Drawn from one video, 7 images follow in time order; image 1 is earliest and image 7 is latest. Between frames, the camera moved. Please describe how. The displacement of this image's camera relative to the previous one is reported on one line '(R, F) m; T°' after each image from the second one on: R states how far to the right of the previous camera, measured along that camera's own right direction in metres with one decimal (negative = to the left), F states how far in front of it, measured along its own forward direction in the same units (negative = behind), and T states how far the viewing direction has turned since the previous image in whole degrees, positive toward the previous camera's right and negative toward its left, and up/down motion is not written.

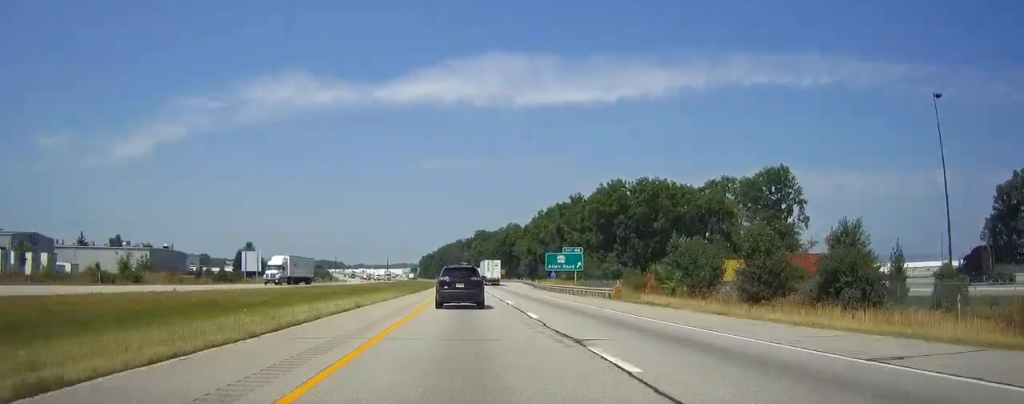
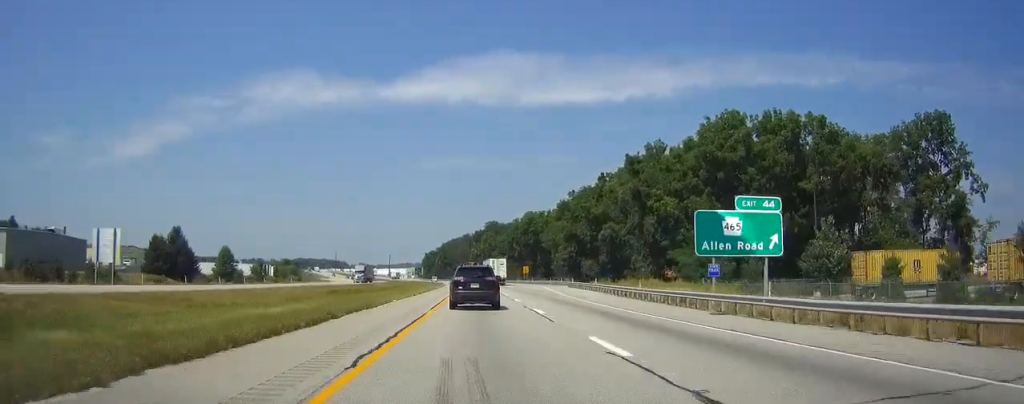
(0.0, +58.8) m; 0°
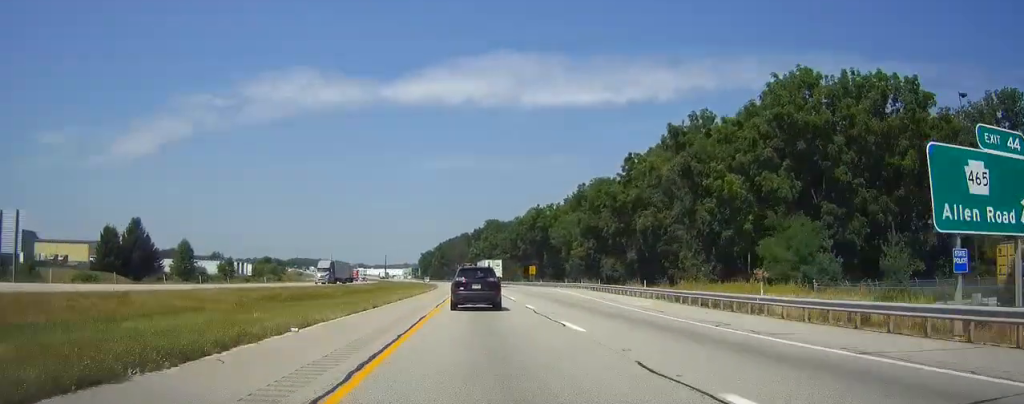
(0.0, +19.5) m; 0°
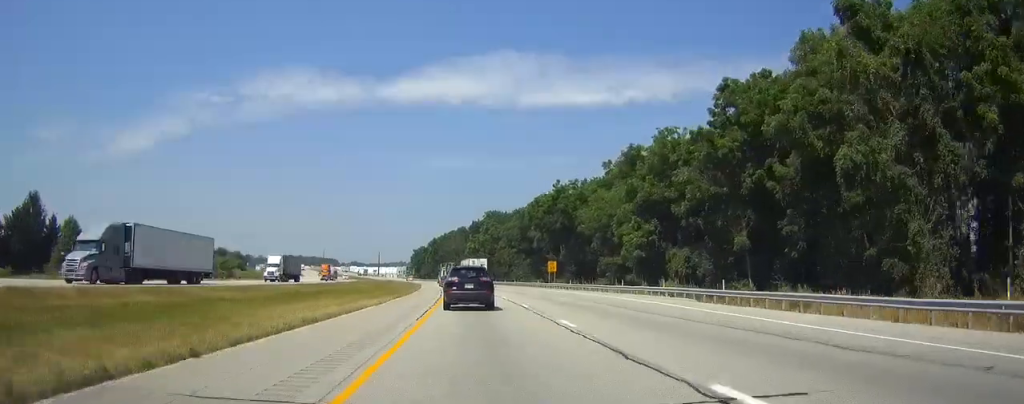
(0.0, +35.9) m; 0°
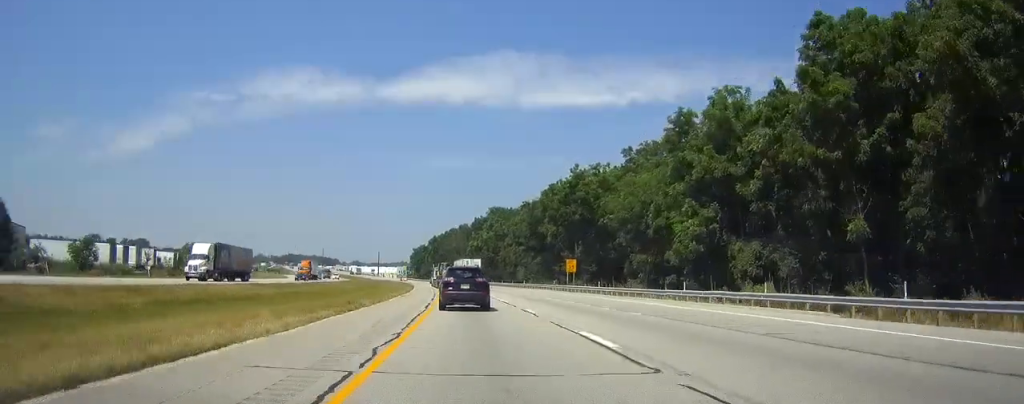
(-0.1, +16.4) m; 0°
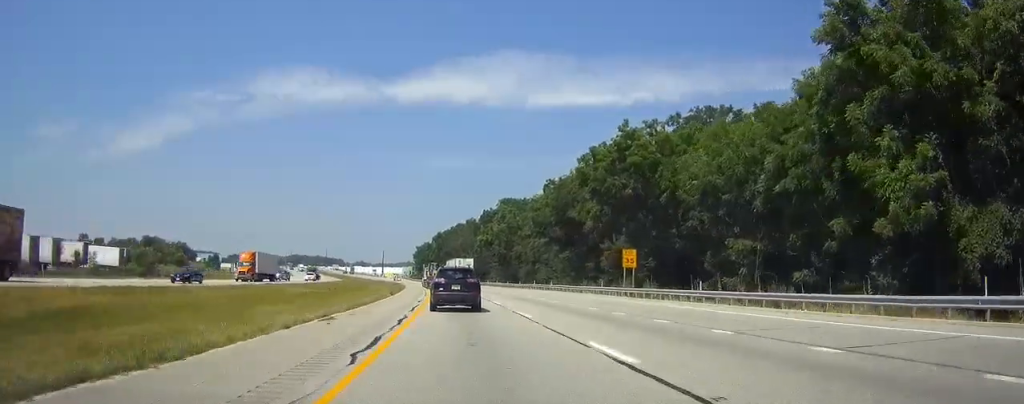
(-0.1, +26.6) m; 0°
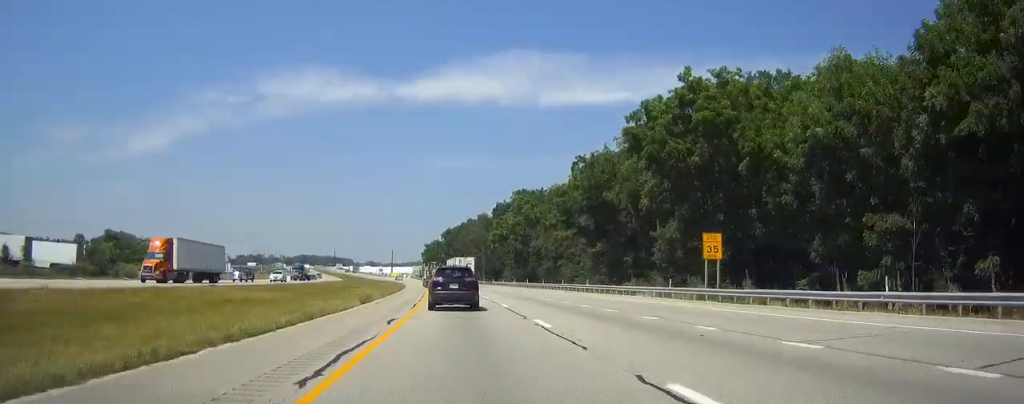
(+0.1, +17.4) m; 0°
